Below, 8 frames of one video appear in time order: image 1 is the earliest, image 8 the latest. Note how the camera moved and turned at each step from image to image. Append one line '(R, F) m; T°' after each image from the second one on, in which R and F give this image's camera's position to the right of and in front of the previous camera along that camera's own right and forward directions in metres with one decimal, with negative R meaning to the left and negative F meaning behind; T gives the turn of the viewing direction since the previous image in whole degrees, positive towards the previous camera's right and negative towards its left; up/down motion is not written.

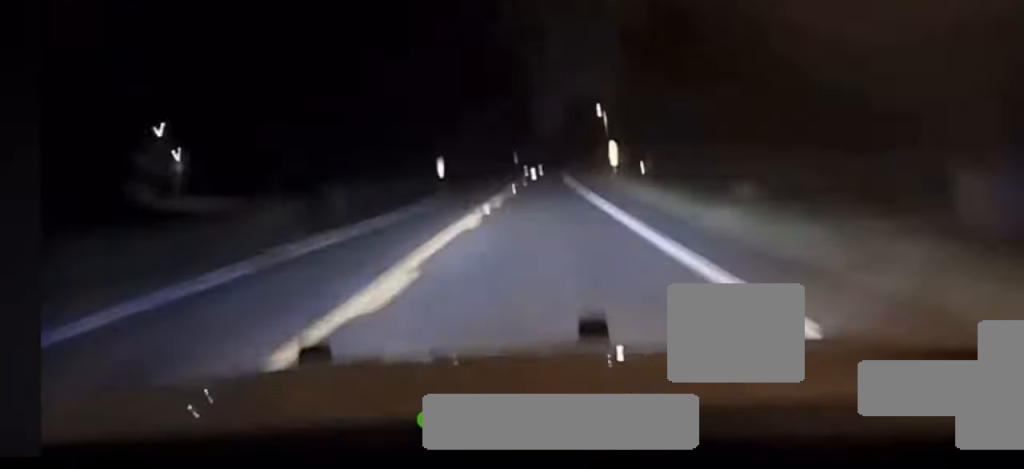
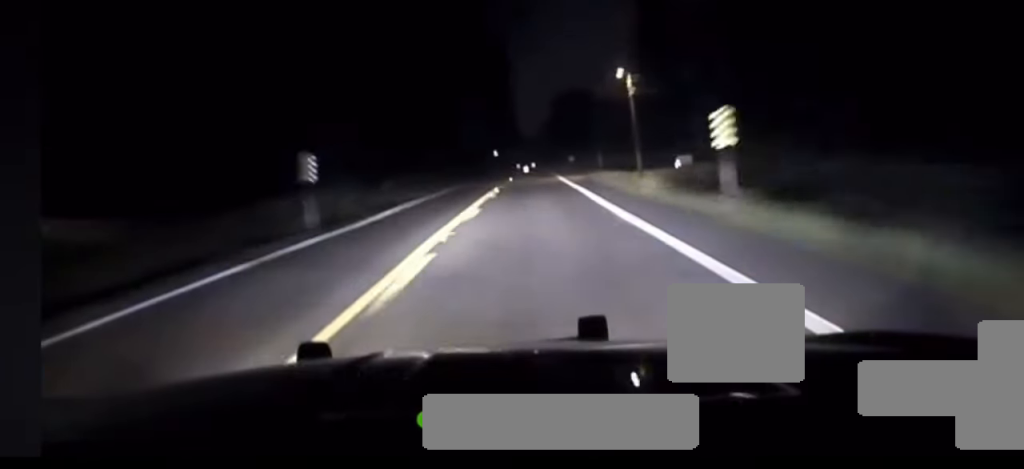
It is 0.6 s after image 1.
(+0.3, +33.4) m; +1°
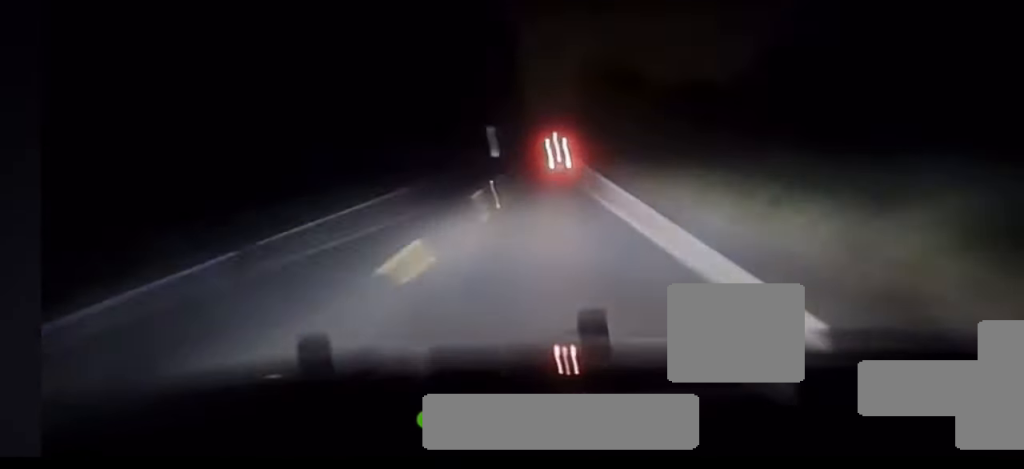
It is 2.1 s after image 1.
(+0.4, +78.1) m; 0°
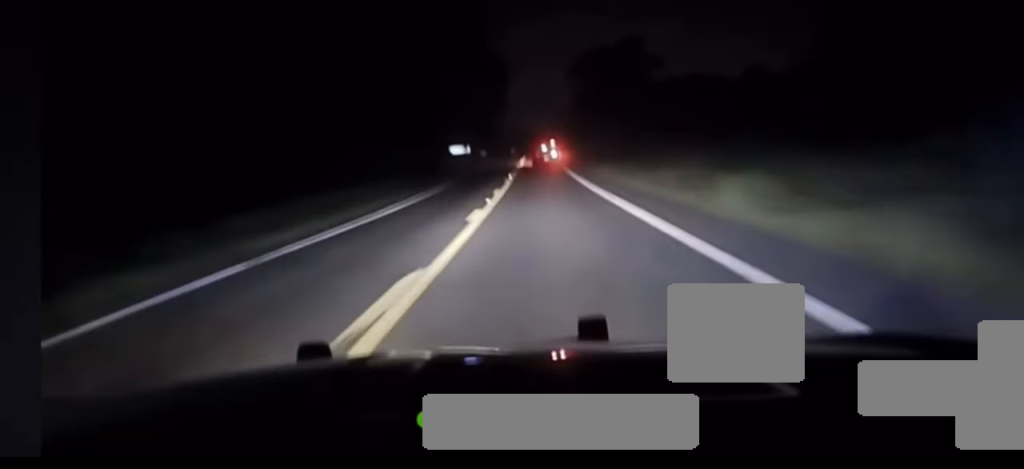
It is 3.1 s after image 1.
(-0.2, +52.7) m; 0°
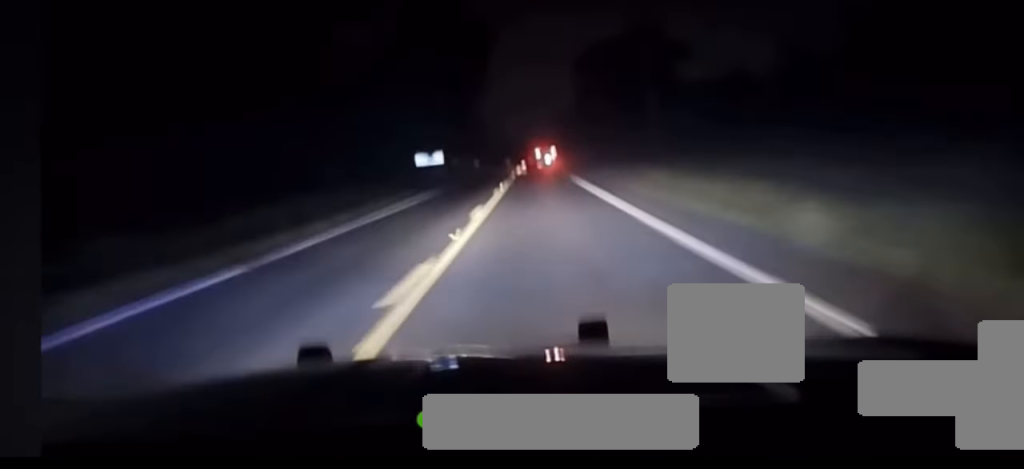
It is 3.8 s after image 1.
(+0.1, +32.6) m; 0°
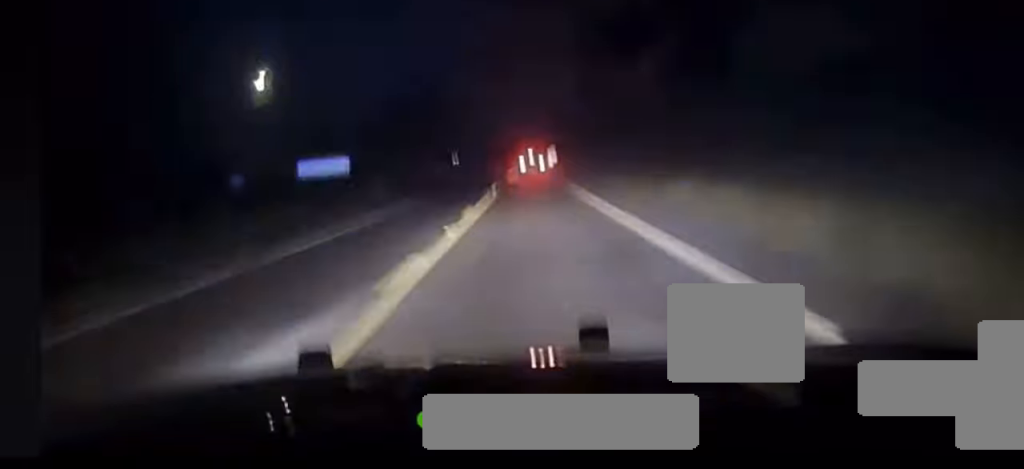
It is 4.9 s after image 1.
(+0.2, +45.2) m; 0°
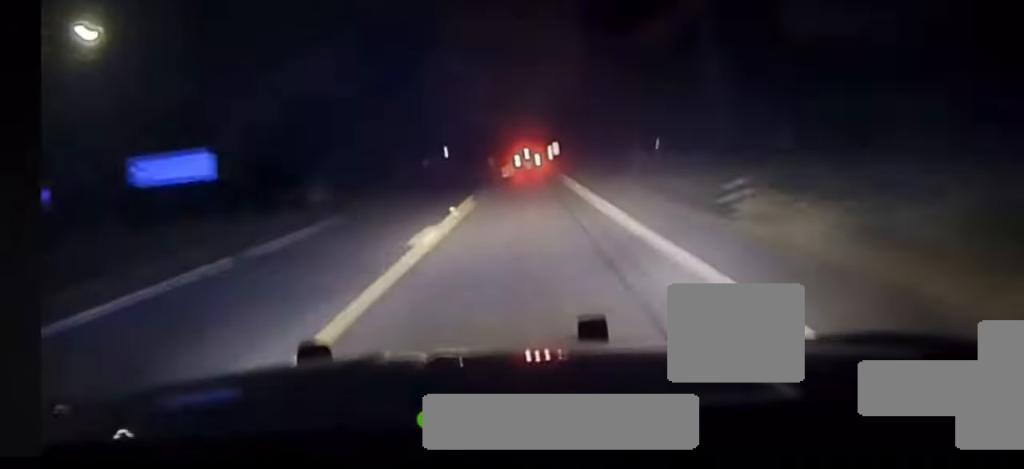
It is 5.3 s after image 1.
(+0.1, +20.3) m; 0°
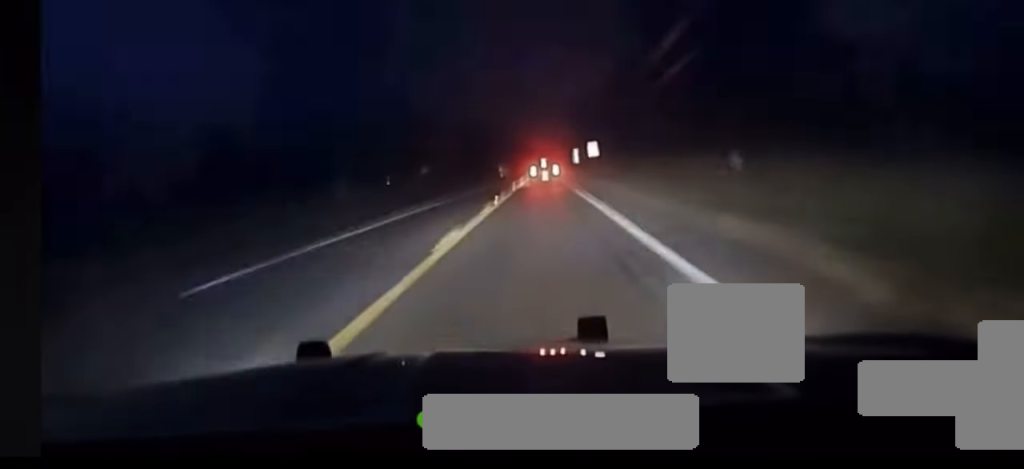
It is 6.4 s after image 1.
(-0.2, +42.5) m; -1°
